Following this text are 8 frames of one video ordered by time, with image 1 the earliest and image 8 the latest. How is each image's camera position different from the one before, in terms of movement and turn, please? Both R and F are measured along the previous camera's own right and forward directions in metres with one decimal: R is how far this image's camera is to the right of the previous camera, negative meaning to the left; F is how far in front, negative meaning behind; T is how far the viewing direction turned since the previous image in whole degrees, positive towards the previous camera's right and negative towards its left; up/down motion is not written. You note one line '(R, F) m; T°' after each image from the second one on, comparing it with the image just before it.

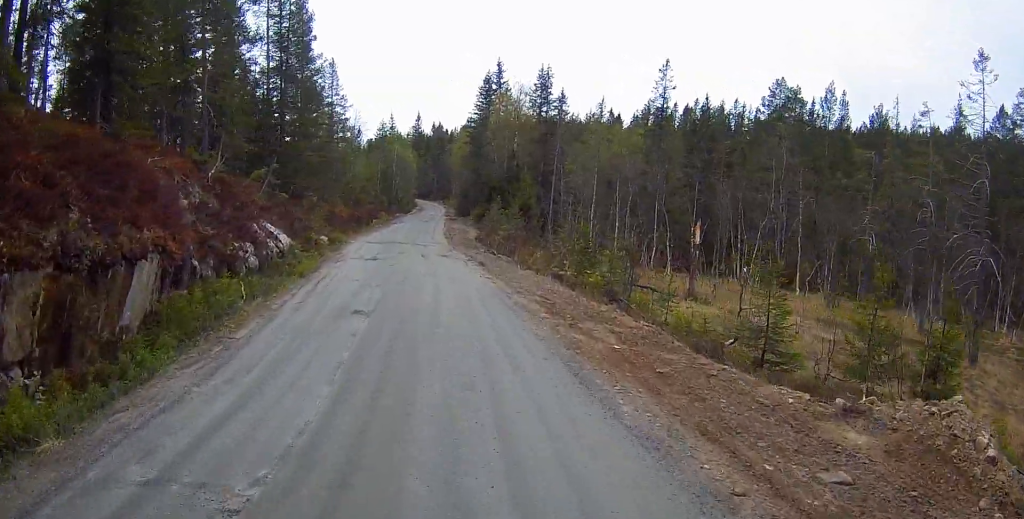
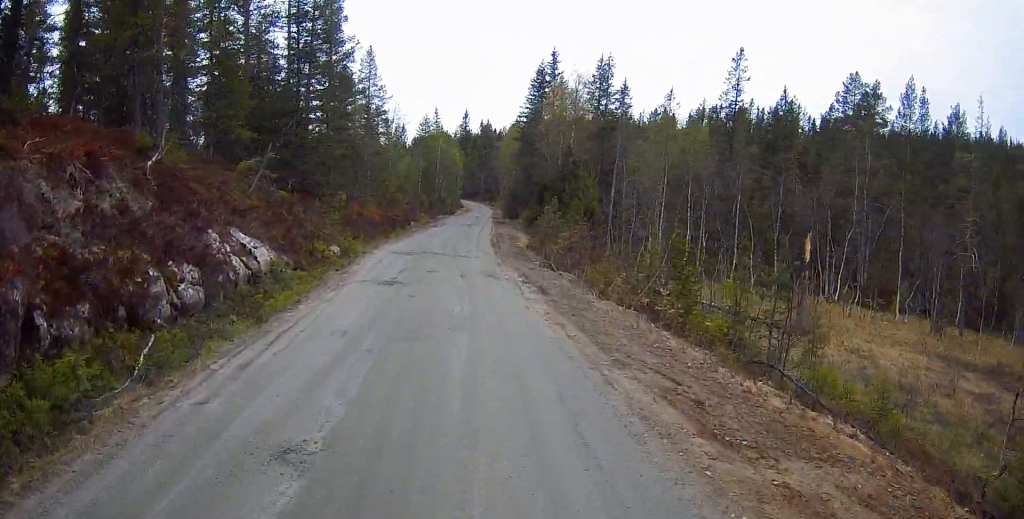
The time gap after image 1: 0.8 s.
(-0.1, +6.6) m; -5°
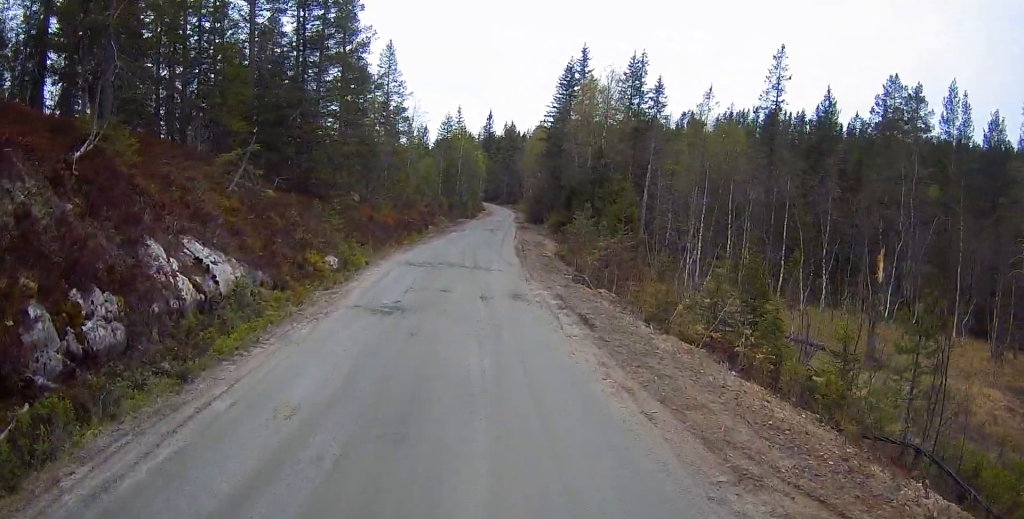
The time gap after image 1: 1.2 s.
(-0.3, +3.5) m; -1°
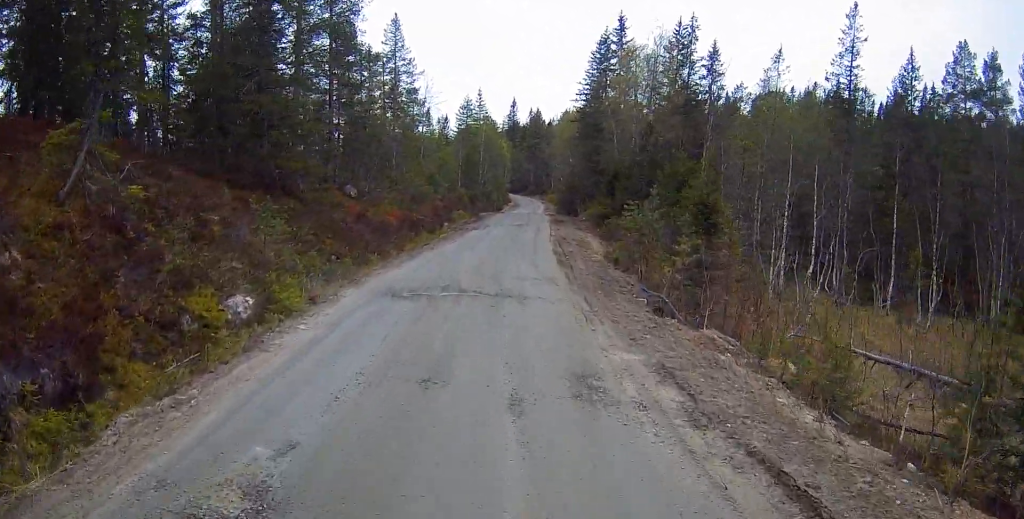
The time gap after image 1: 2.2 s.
(-0.2, +8.6) m; -1°
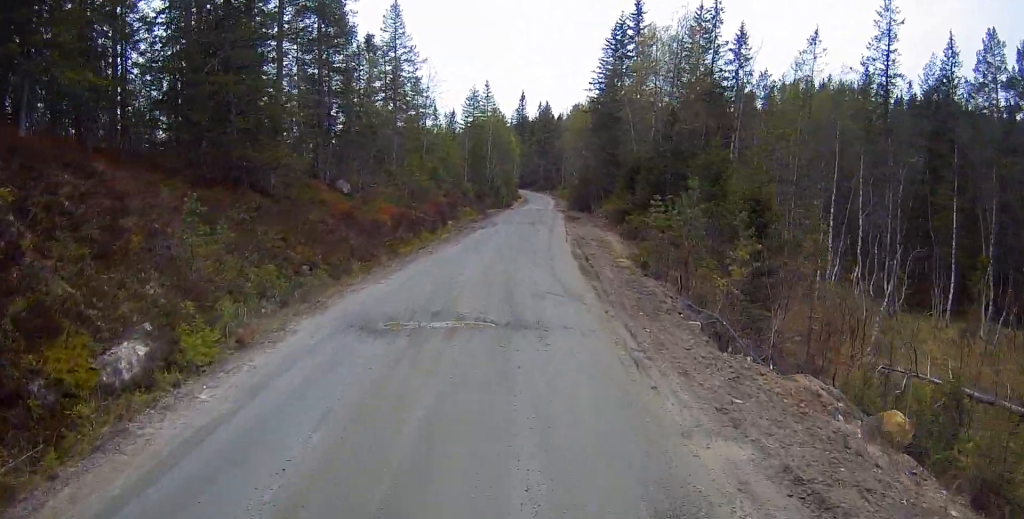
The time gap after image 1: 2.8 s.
(0.0, +4.1) m; +1°
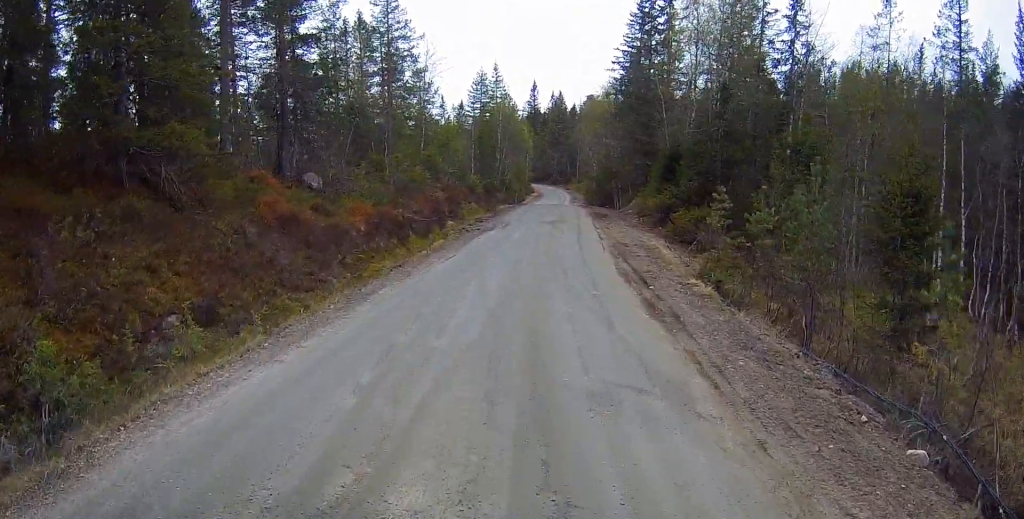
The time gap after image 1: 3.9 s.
(-0.1, +8.0) m; -2°
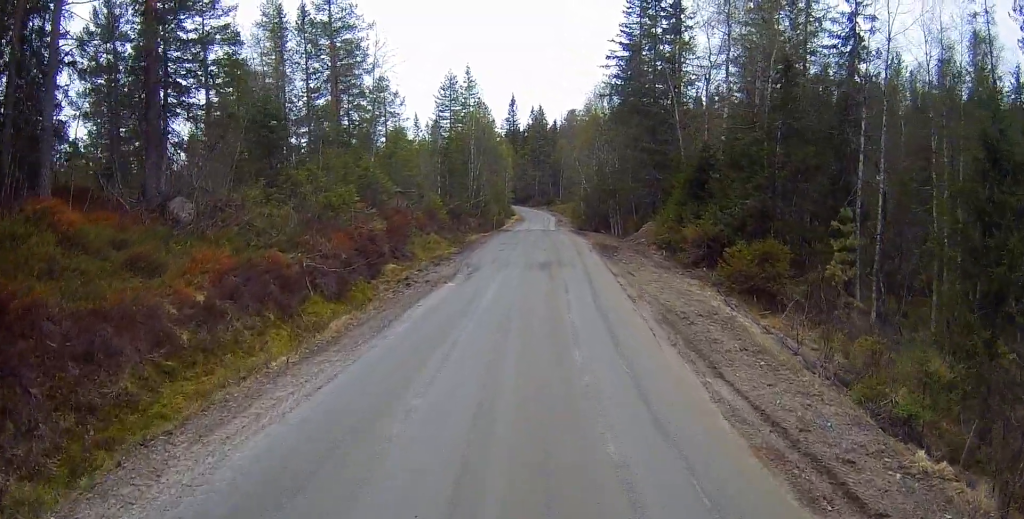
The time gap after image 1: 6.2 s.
(-0.2, +11.0) m; -1°
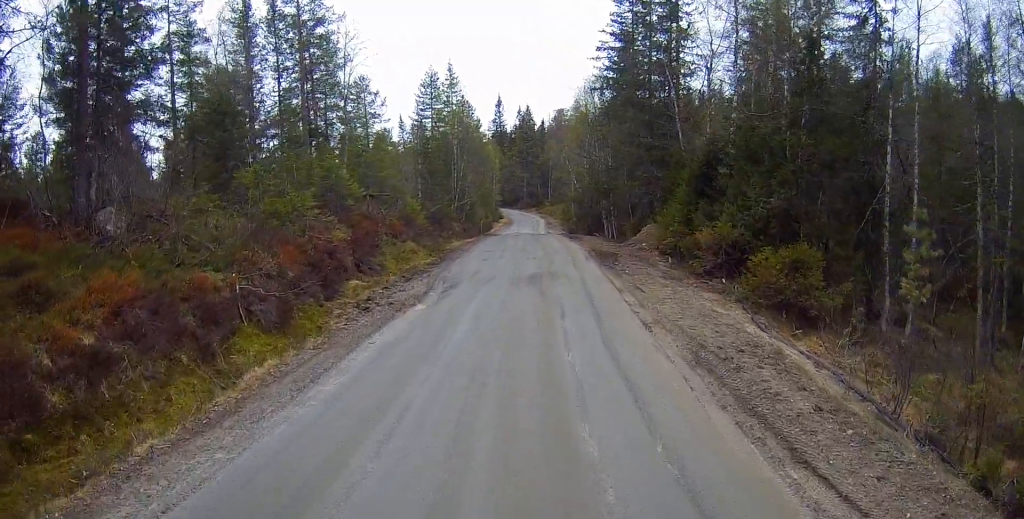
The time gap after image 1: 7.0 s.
(0.0, +3.1) m; +1°
